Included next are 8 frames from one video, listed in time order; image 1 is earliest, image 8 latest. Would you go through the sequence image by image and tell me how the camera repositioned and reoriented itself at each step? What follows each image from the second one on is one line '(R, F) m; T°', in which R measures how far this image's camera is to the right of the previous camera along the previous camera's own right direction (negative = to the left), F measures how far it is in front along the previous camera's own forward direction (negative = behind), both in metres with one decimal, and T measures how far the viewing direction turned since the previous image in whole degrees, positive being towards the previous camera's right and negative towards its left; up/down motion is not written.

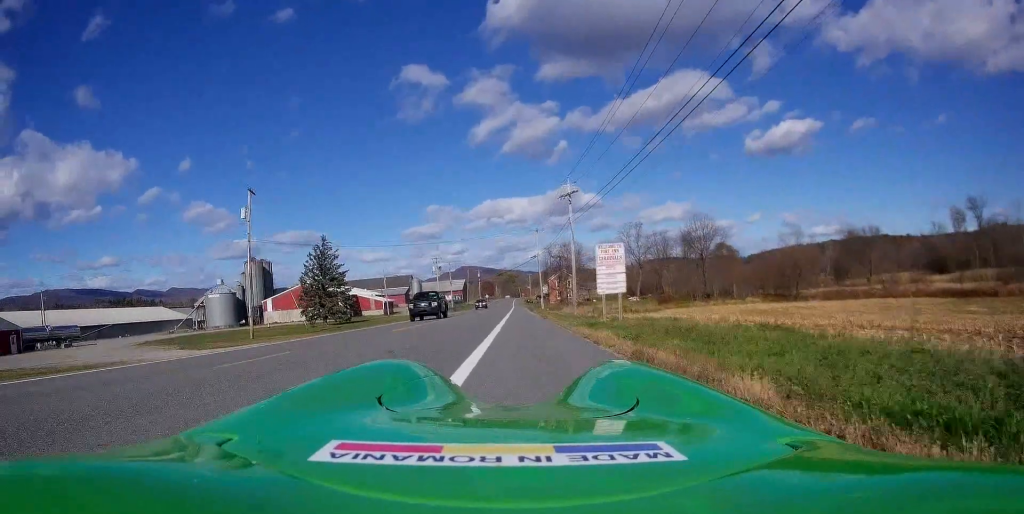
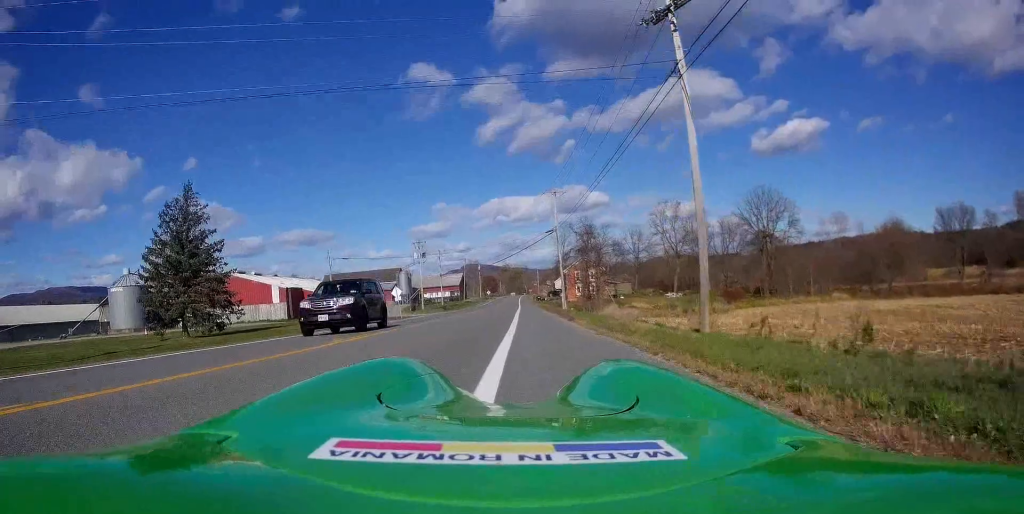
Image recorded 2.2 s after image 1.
(0.0, +31.6) m; 0°
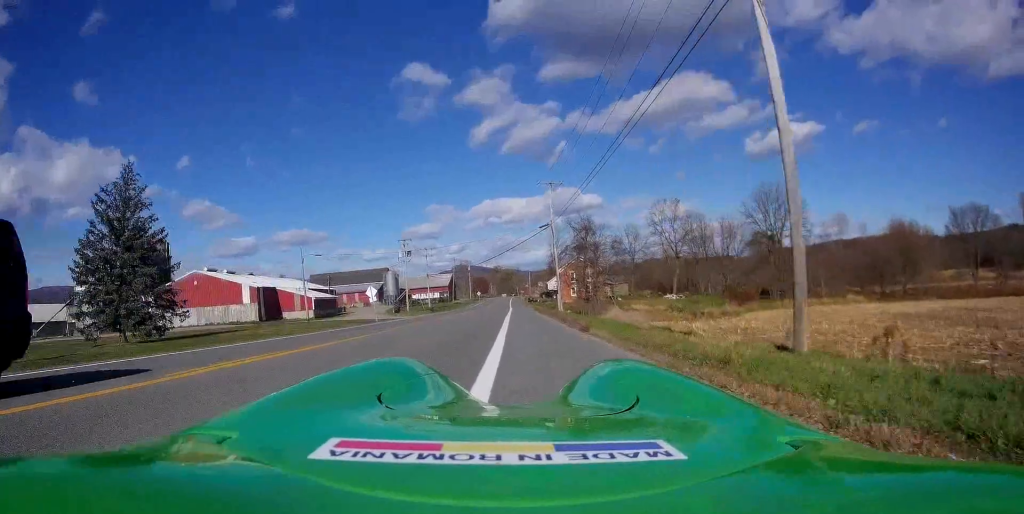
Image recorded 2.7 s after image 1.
(+0.1, +6.0) m; 0°
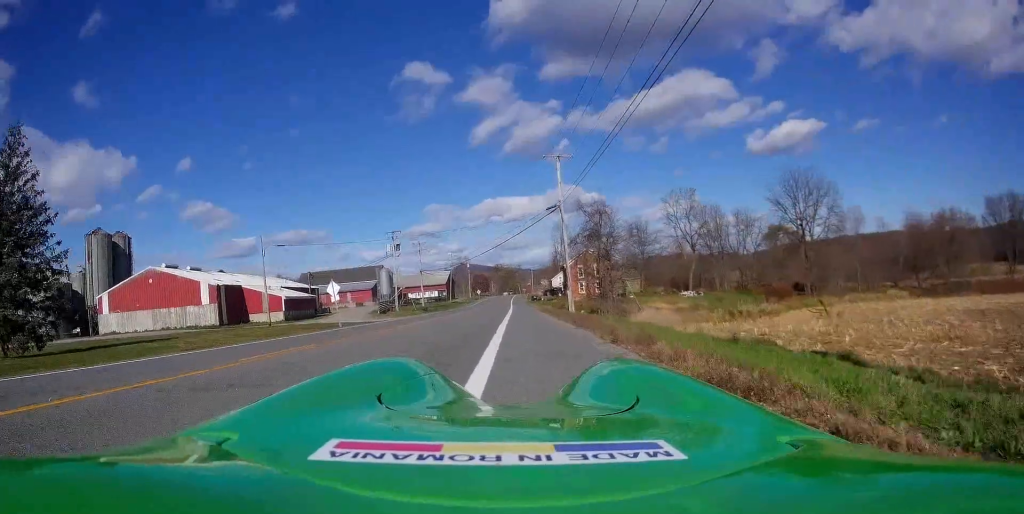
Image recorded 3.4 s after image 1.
(0.0, +10.2) m; 0°
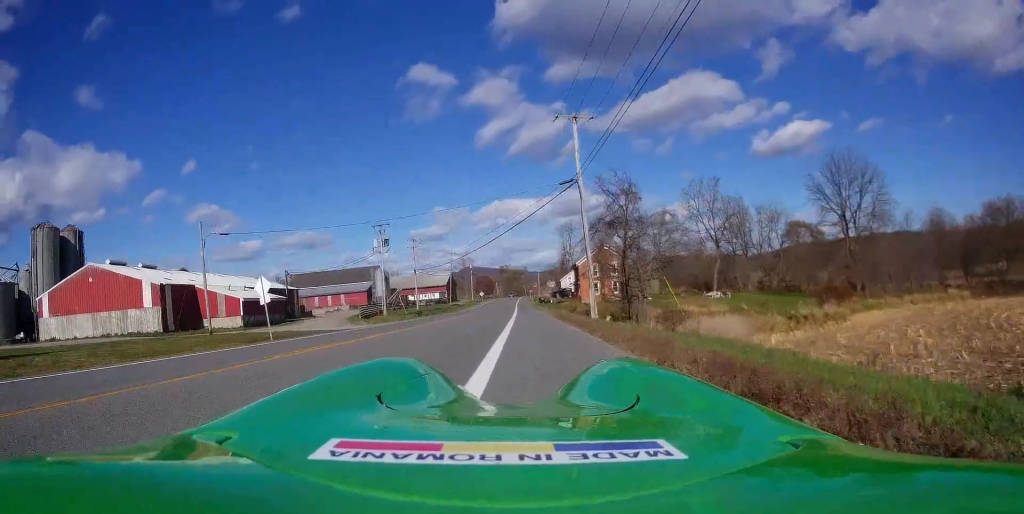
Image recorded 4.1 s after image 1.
(0.0, +10.8) m; 0°
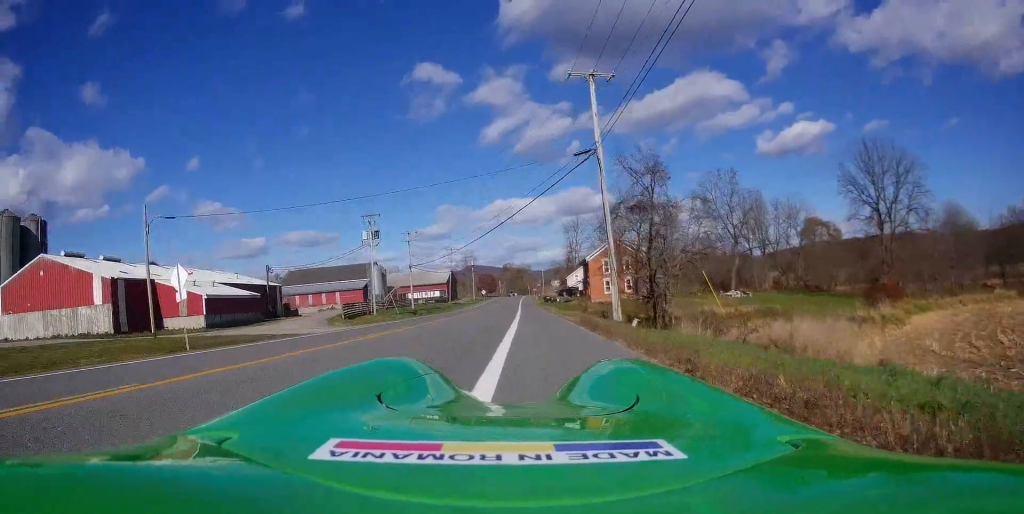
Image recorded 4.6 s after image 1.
(+0.1, +7.2) m; -1°
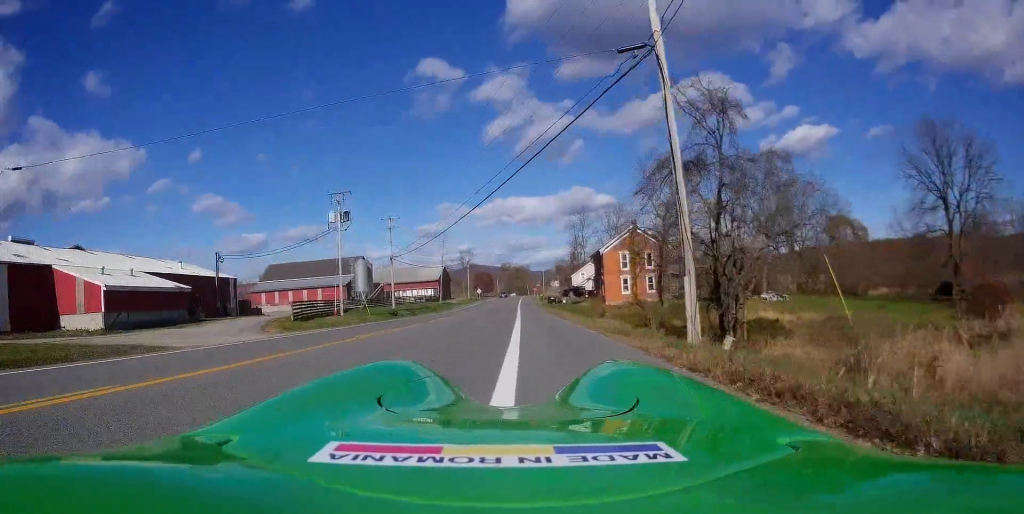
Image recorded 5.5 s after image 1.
(-0.2, +12.6) m; -1°
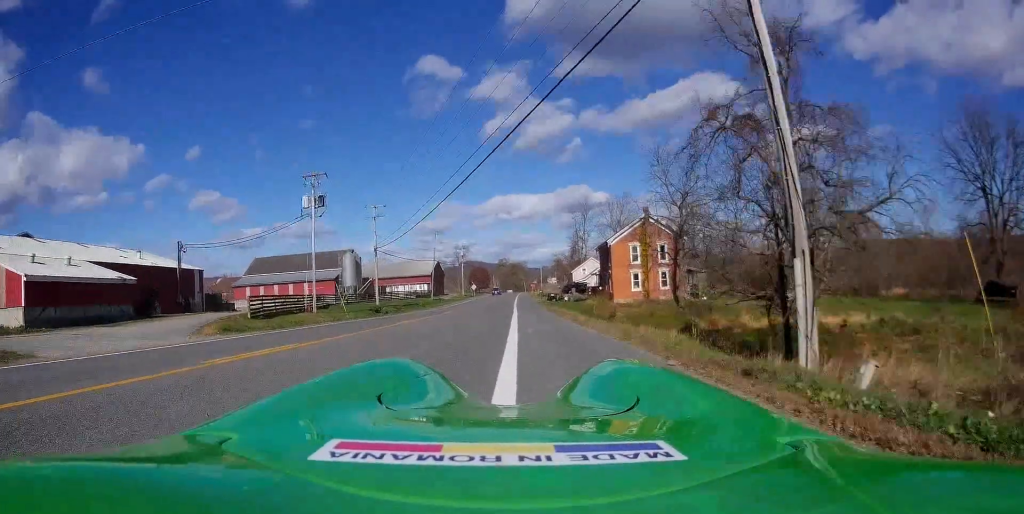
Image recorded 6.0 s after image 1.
(0.0, +6.6) m; 0°
